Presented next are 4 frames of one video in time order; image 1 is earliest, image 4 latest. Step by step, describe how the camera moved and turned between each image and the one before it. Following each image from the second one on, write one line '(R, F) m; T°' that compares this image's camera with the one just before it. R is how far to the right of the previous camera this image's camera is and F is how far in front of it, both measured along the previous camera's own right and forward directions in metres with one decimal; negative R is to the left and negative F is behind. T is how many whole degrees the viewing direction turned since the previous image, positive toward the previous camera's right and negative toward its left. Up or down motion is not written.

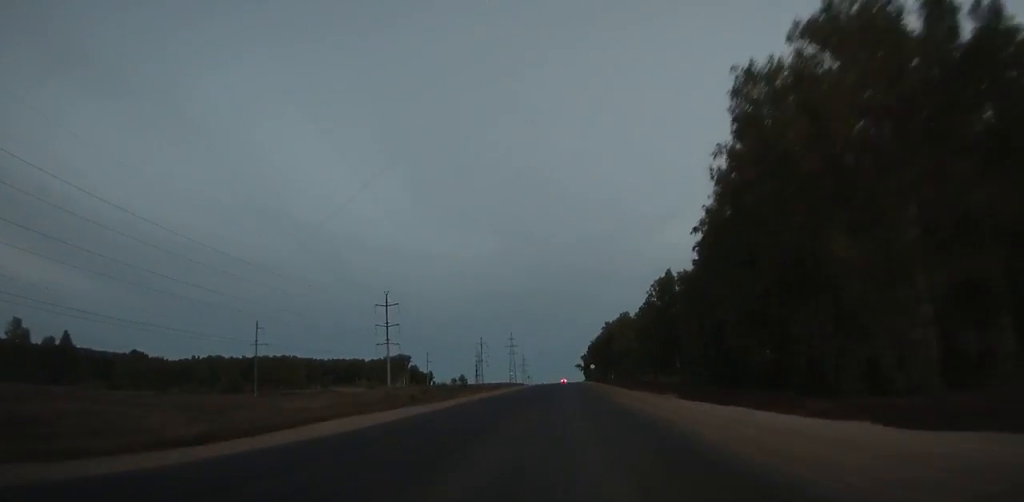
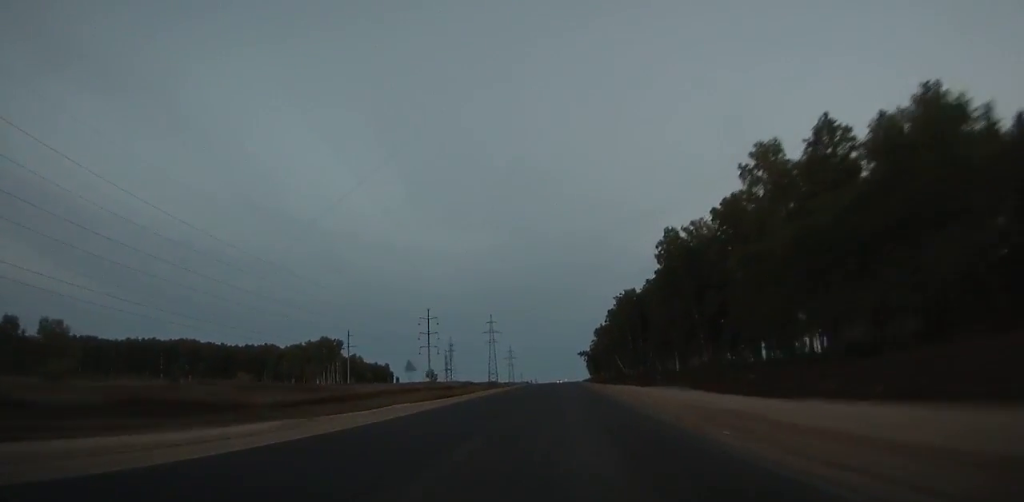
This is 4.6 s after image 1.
(+0.4, +117.2) m; 0°
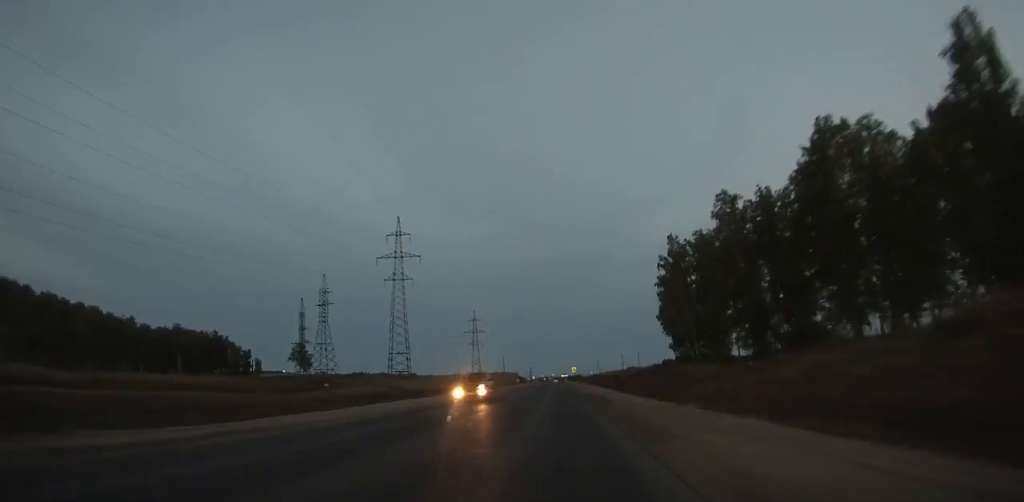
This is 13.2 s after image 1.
(+1.2, +227.7) m; 0°
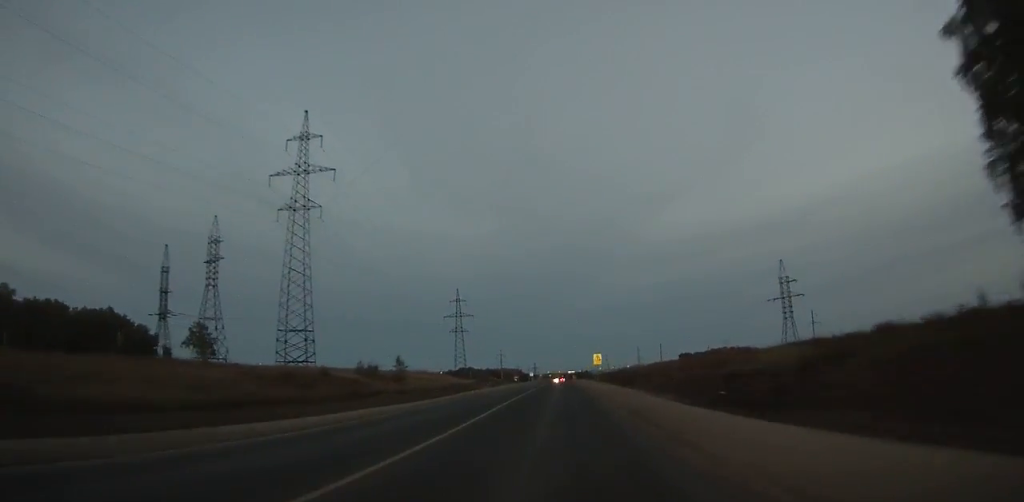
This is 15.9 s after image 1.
(-0.2, +70.7) m; 0°
